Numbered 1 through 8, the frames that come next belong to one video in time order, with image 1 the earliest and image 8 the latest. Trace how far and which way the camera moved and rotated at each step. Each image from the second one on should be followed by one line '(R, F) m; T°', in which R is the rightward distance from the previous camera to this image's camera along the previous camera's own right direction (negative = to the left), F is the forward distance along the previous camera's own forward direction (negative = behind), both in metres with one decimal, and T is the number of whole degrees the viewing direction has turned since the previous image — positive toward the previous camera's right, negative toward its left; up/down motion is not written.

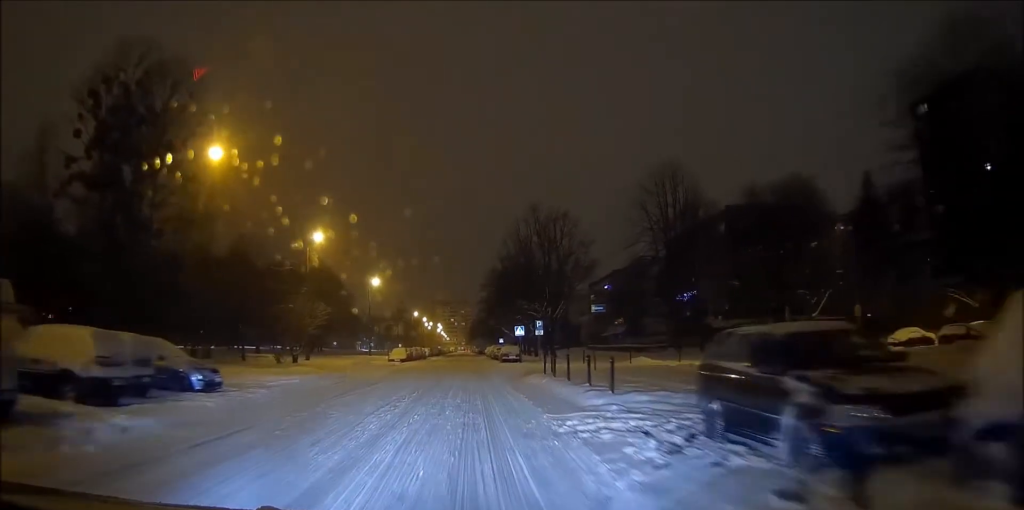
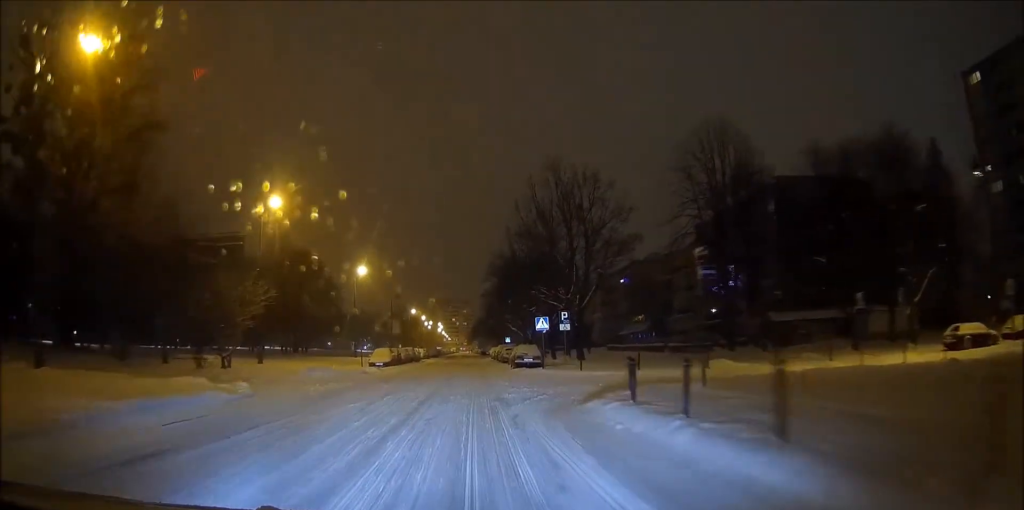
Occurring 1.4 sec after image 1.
(-0.1, +13.1) m; -1°
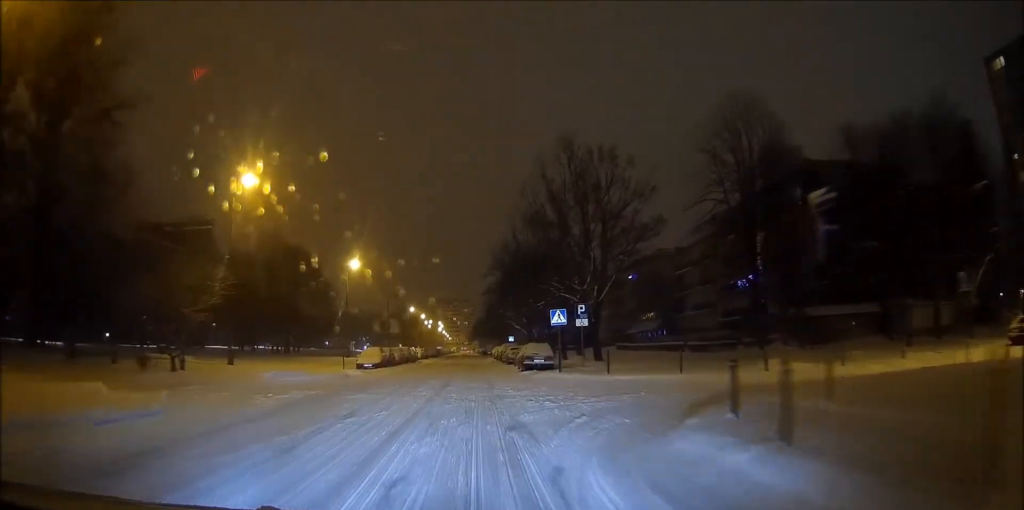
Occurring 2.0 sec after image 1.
(0.0, +5.7) m; 0°
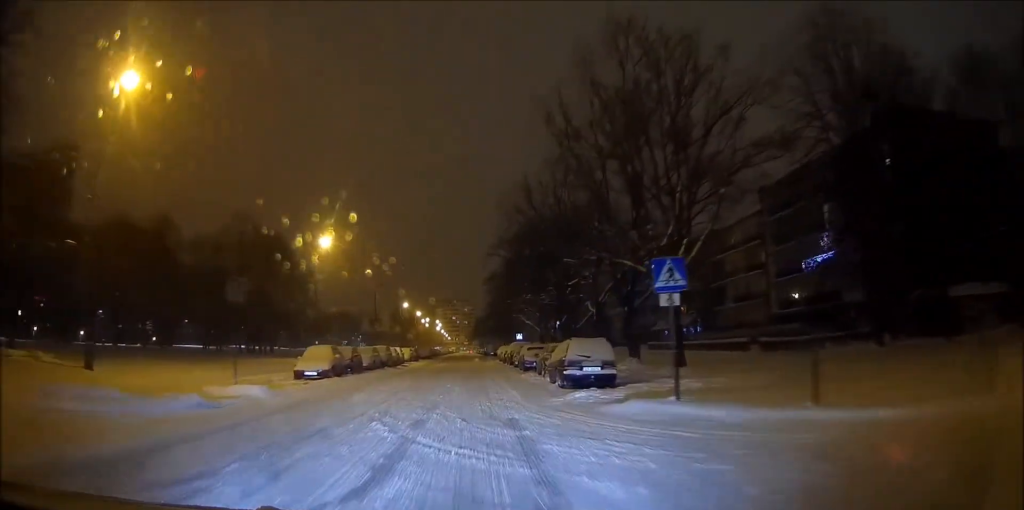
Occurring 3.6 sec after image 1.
(-0.1, +15.6) m; 0°
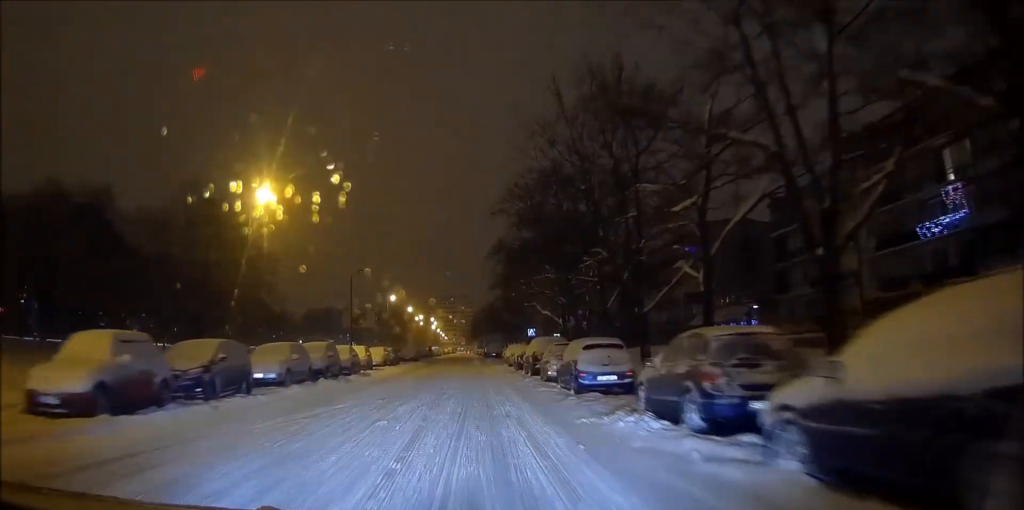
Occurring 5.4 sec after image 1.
(+0.2, +18.8) m; 0°
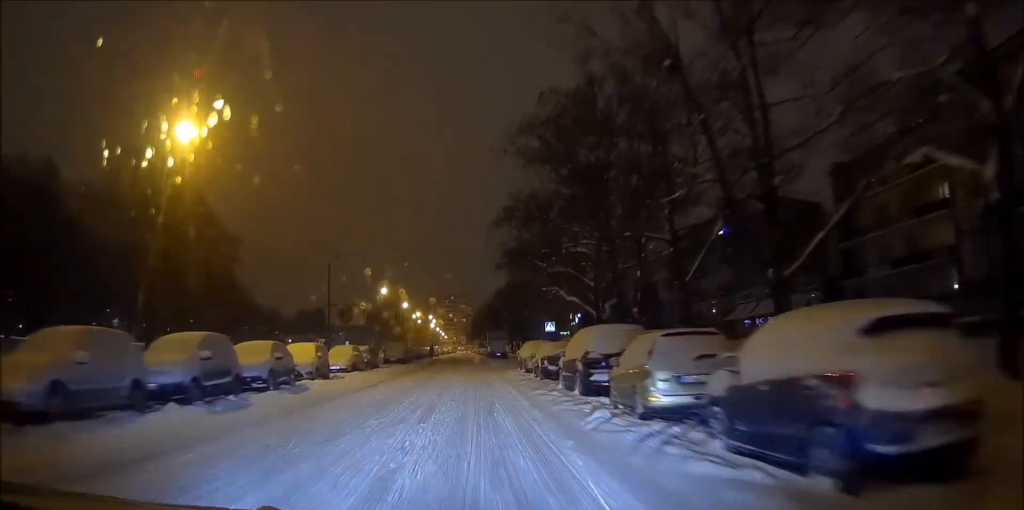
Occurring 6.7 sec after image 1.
(-0.1, +12.4) m; -1°
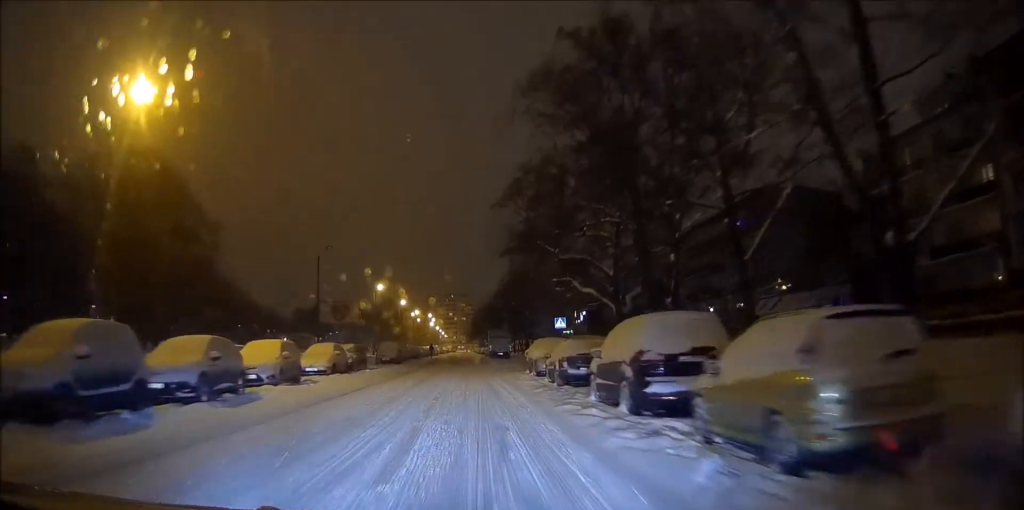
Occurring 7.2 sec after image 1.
(0.0, +4.4) m; 0°
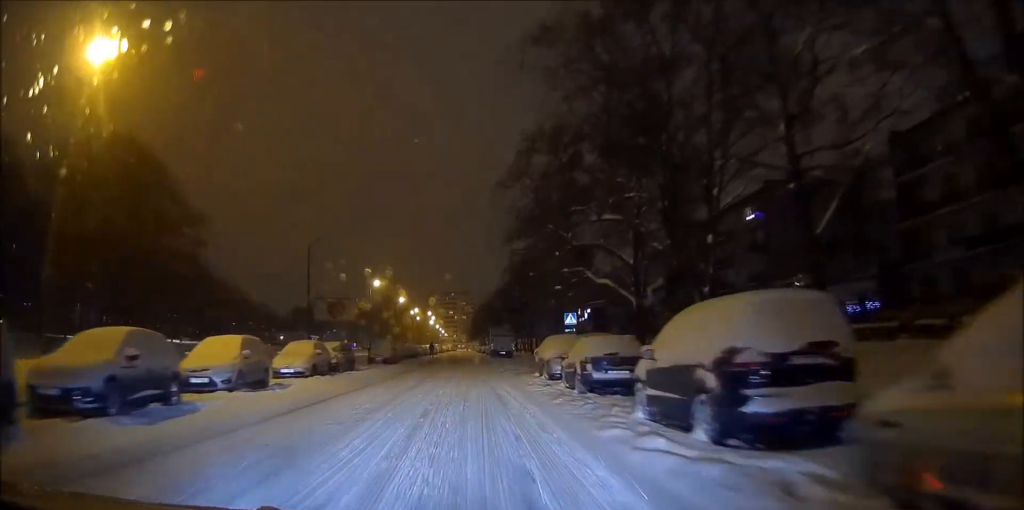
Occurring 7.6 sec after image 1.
(0.0, +3.5) m; 0°
